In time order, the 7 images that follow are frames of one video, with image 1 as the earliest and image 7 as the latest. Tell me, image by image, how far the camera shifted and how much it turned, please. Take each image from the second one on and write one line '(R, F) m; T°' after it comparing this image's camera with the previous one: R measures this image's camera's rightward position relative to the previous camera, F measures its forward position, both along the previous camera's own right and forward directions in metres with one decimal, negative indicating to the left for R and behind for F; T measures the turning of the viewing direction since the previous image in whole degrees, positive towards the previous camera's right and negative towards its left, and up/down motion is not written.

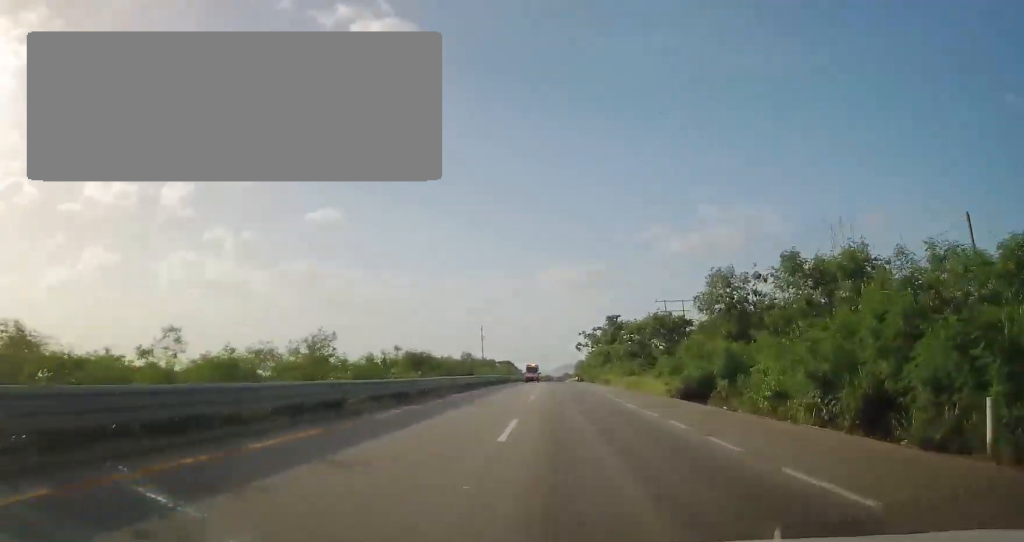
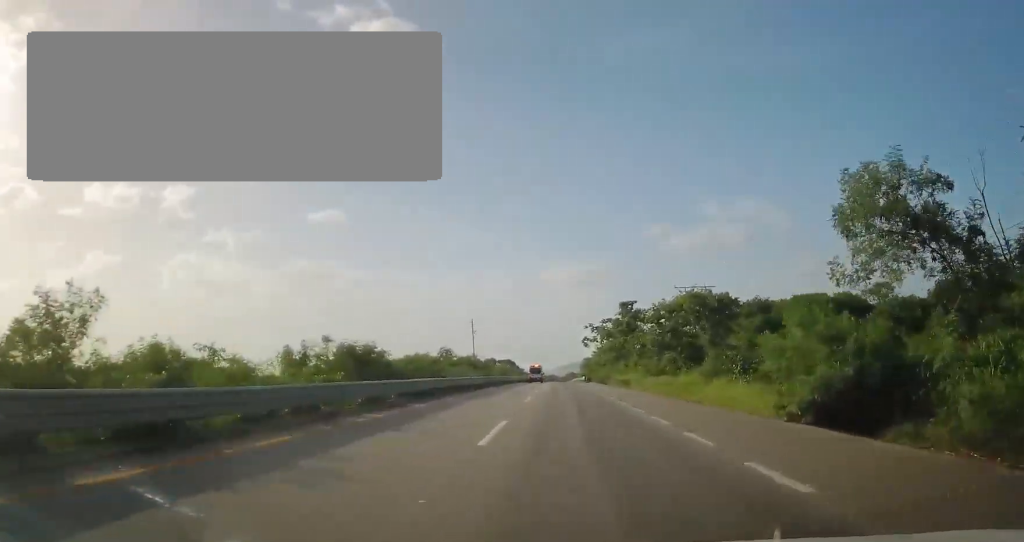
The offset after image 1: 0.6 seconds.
(-0.3, +15.5) m; -1°
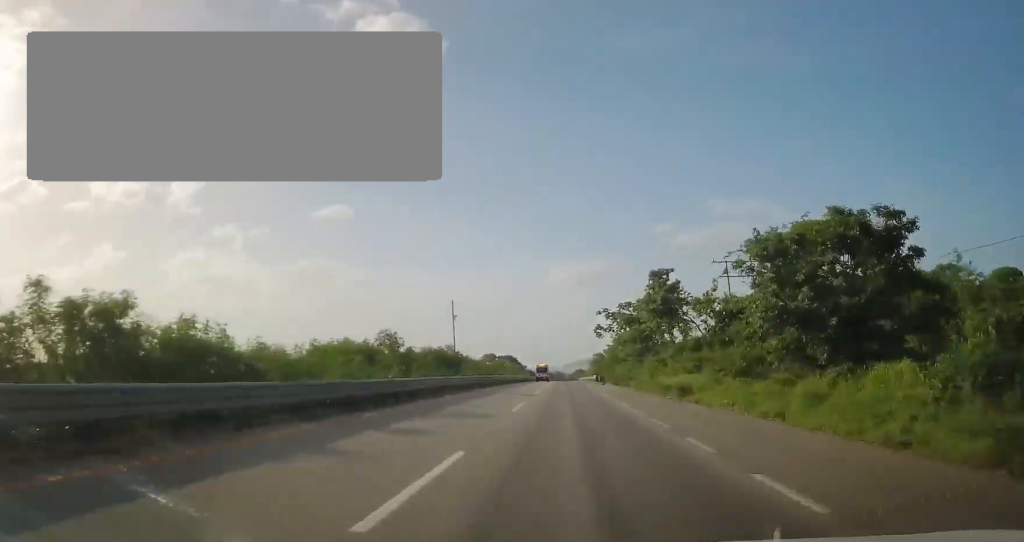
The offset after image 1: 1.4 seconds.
(-0.4, +21.2) m; -1°
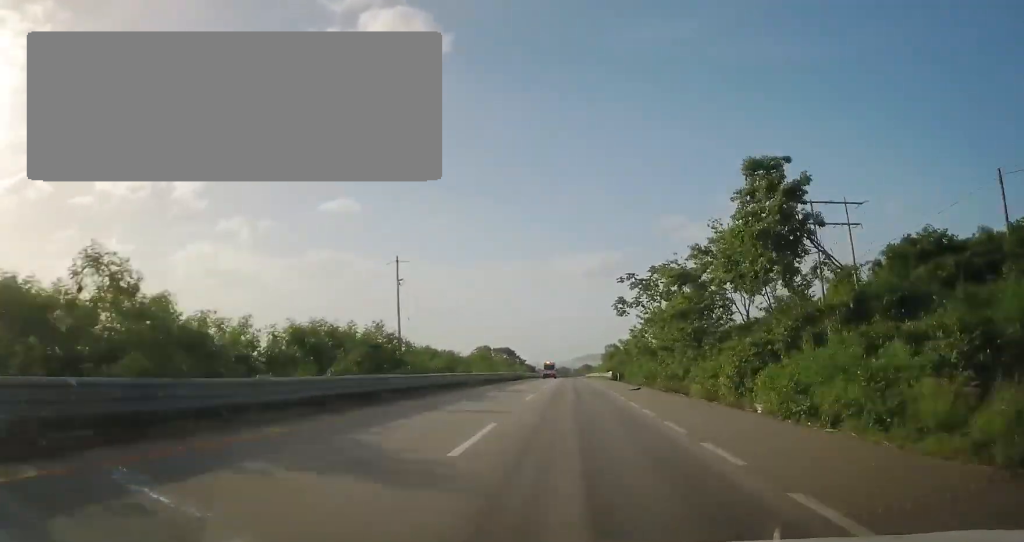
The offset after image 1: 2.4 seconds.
(+0.2, +26.0) m; 0°
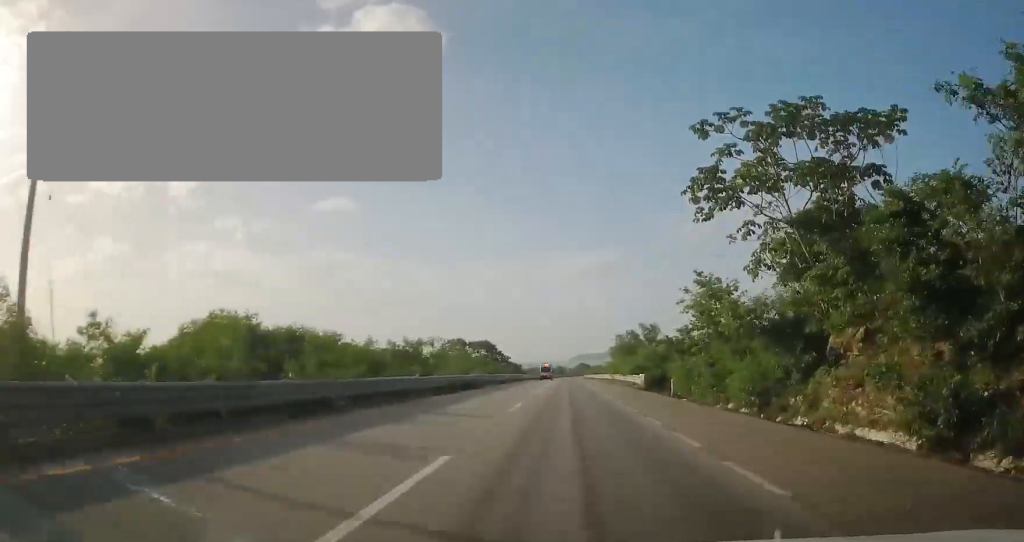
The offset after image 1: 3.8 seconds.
(-0.5, +35.4) m; -1°
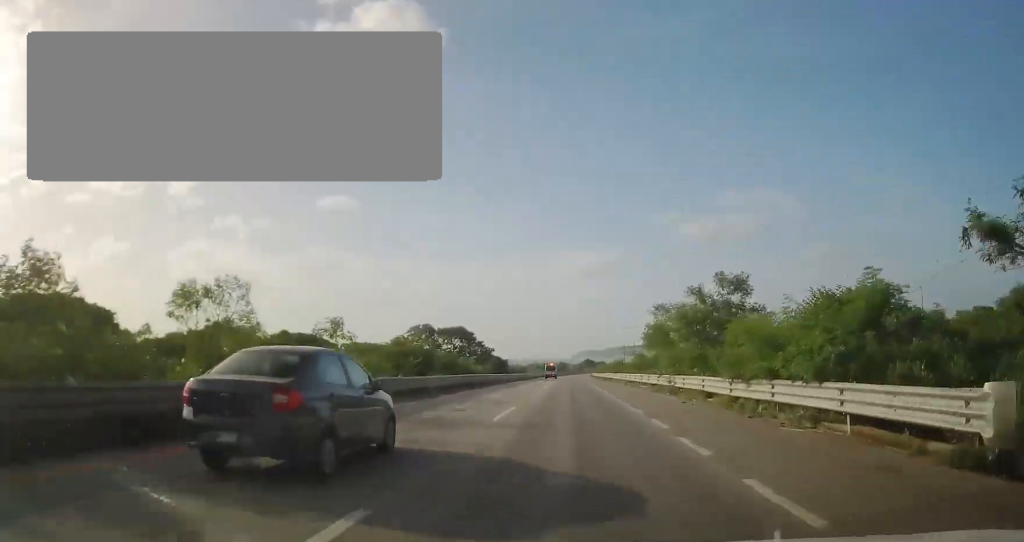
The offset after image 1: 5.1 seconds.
(-0.1, +34.4) m; 0°
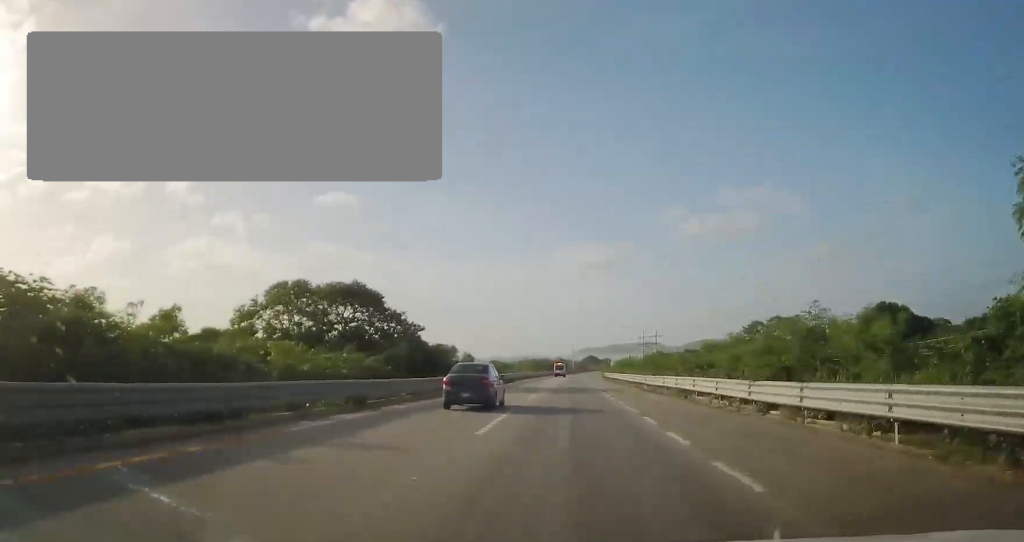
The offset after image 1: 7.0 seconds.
(0.0, +47.0) m; +1°
